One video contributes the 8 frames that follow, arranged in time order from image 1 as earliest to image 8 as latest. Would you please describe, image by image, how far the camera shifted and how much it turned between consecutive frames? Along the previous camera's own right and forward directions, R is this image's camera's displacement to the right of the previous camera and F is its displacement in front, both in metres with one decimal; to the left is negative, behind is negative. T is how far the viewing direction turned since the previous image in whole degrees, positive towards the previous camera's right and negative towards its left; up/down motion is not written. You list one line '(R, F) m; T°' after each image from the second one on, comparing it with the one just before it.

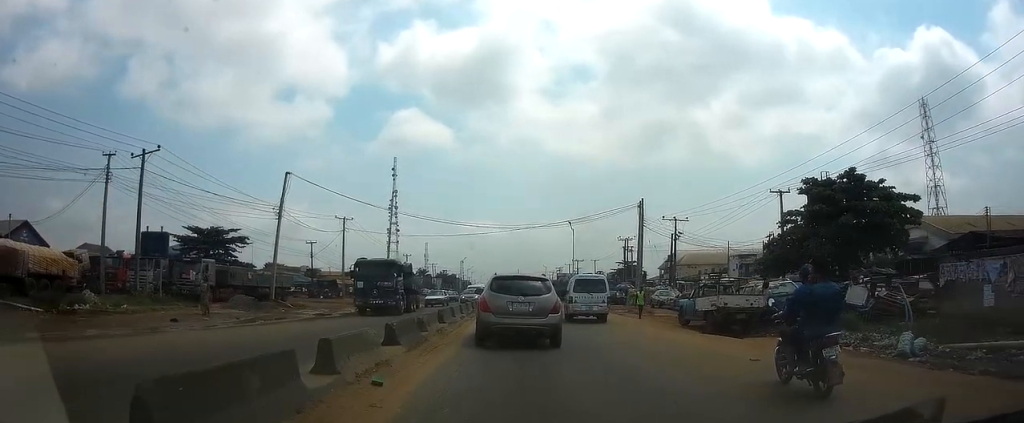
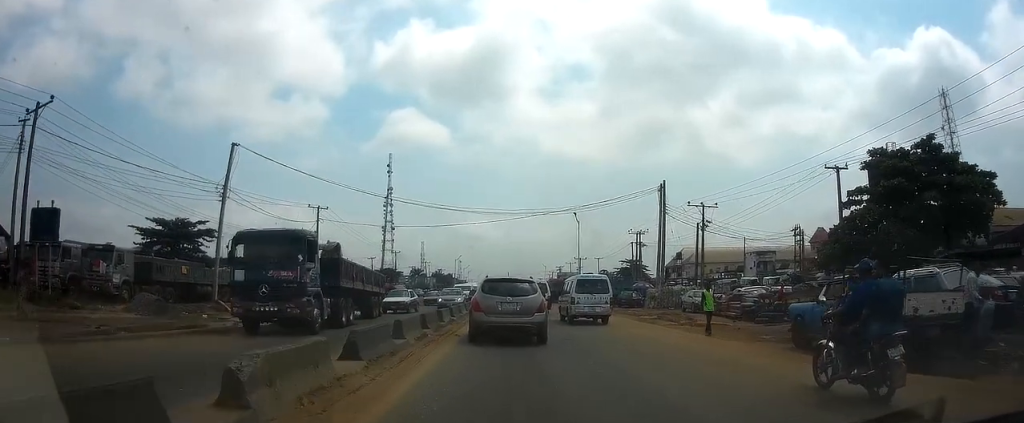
(+0.1, +9.4) m; 0°
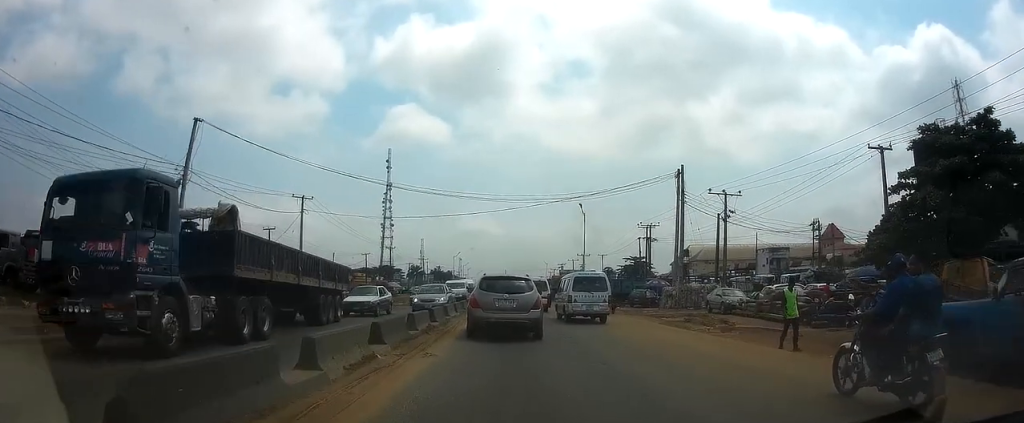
(0.0, +5.2) m; -1°
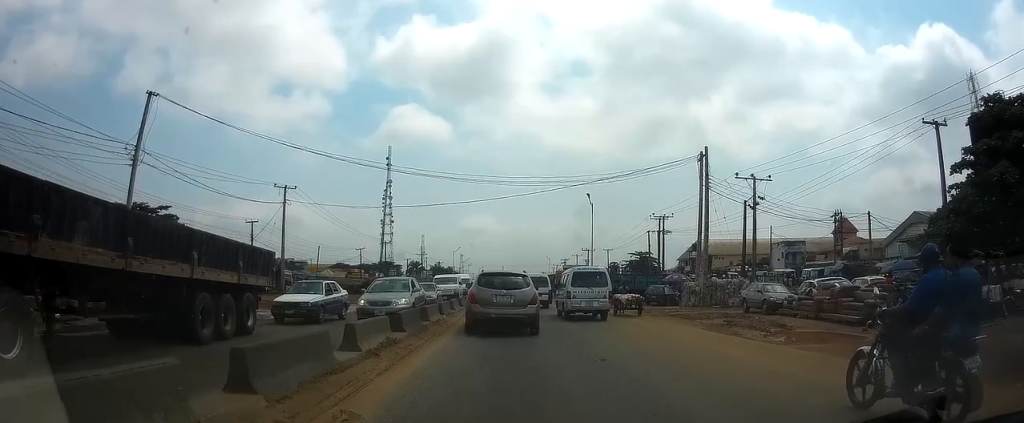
(-0.1, +5.1) m; 0°
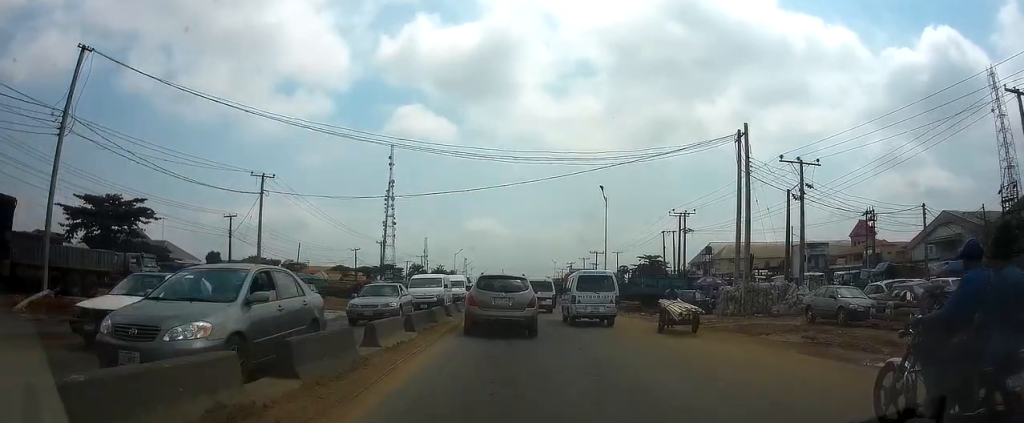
(+0.1, +6.4) m; 0°
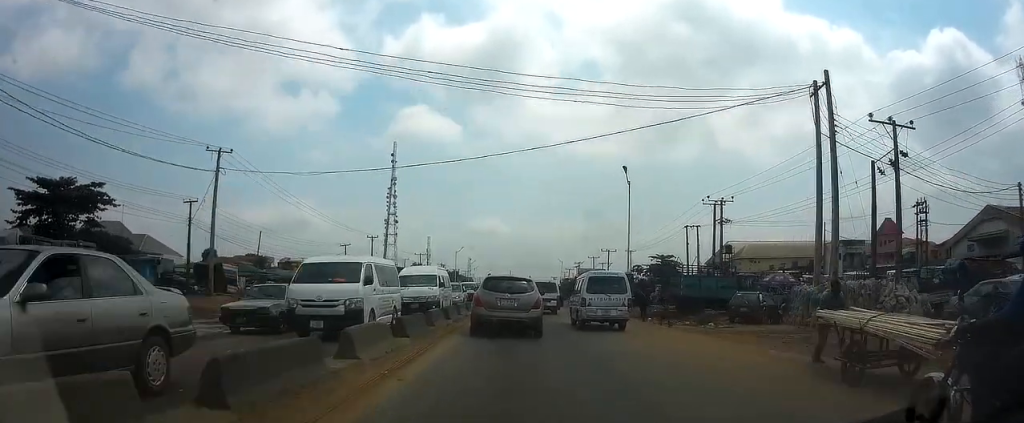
(-0.1, +9.1) m; -1°
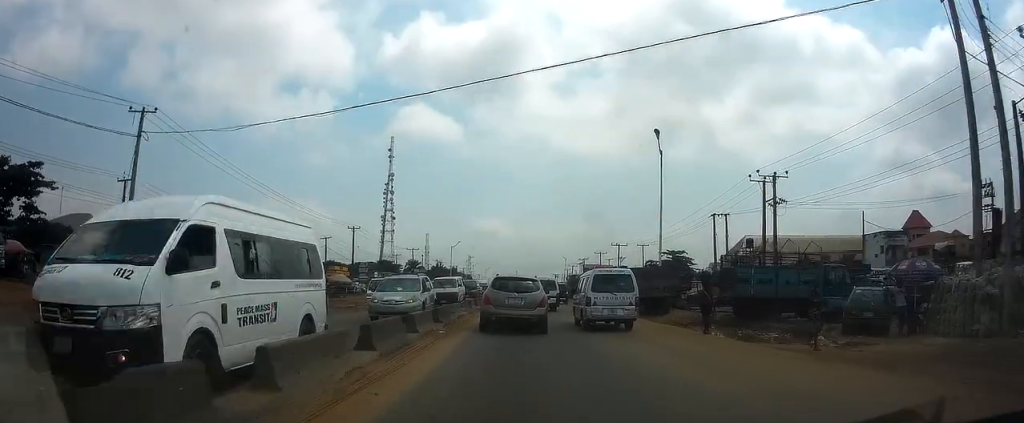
(+0.1, +10.4) m; 0°
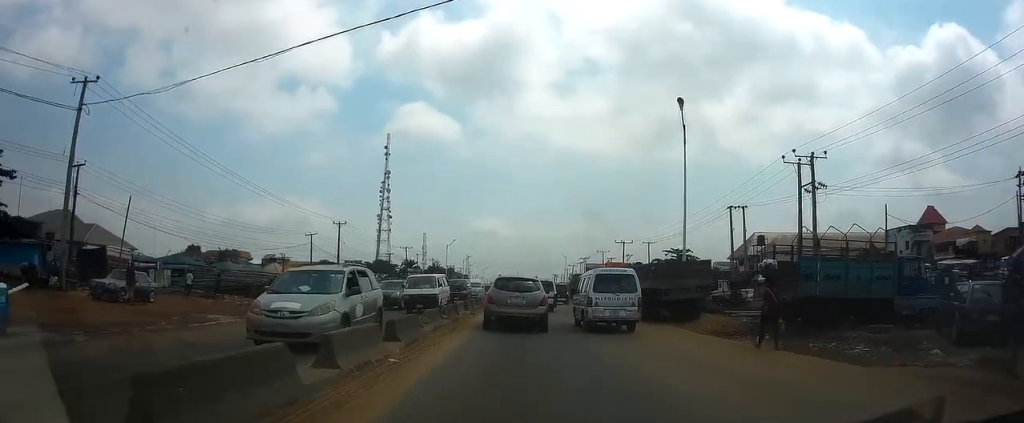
(0.0, +5.4) m; 0°
